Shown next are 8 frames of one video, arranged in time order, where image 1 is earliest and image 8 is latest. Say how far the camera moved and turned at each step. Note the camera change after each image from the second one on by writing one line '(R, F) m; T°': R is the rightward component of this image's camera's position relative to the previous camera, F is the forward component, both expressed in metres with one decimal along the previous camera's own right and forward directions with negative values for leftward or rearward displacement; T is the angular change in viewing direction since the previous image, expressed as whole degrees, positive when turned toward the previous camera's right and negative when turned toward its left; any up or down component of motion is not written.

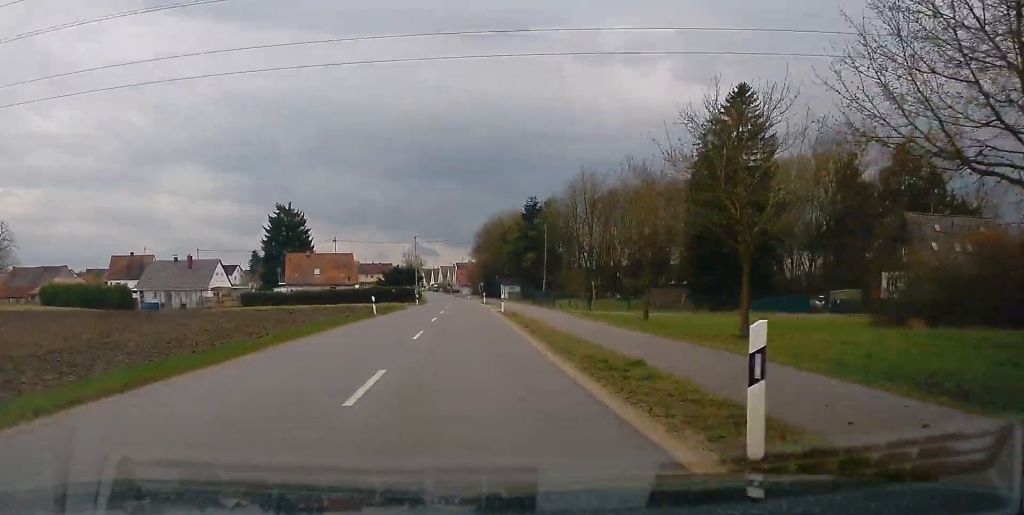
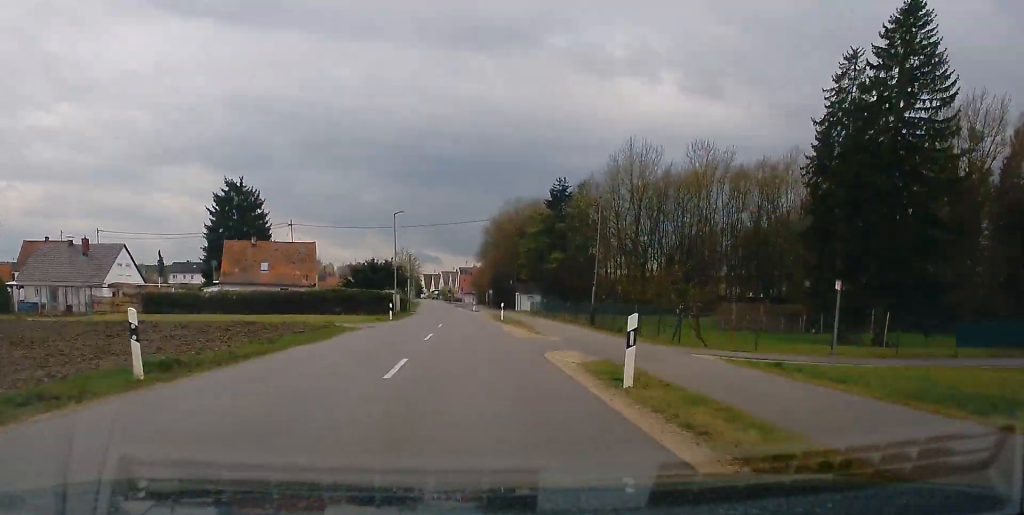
(-0.2, +33.3) m; 0°
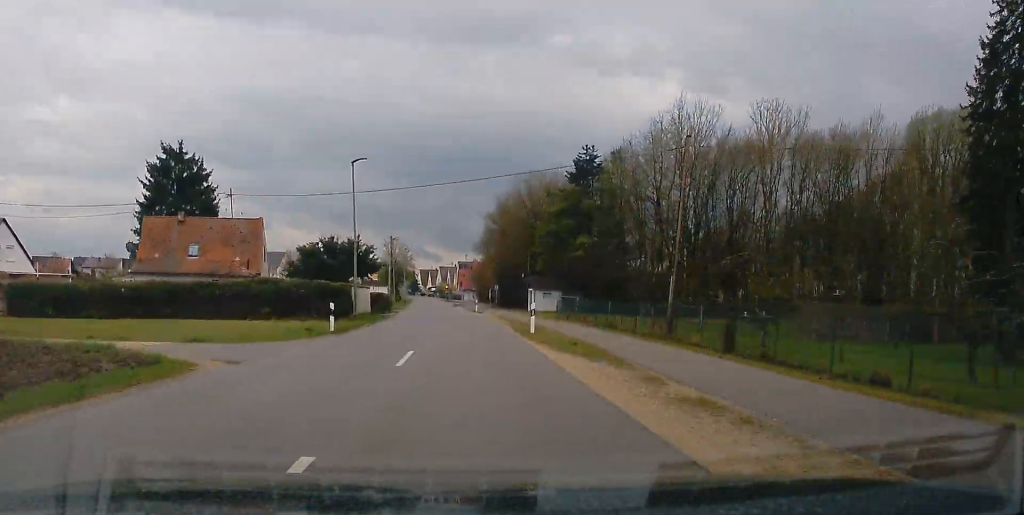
(+0.1, +21.8) m; 0°
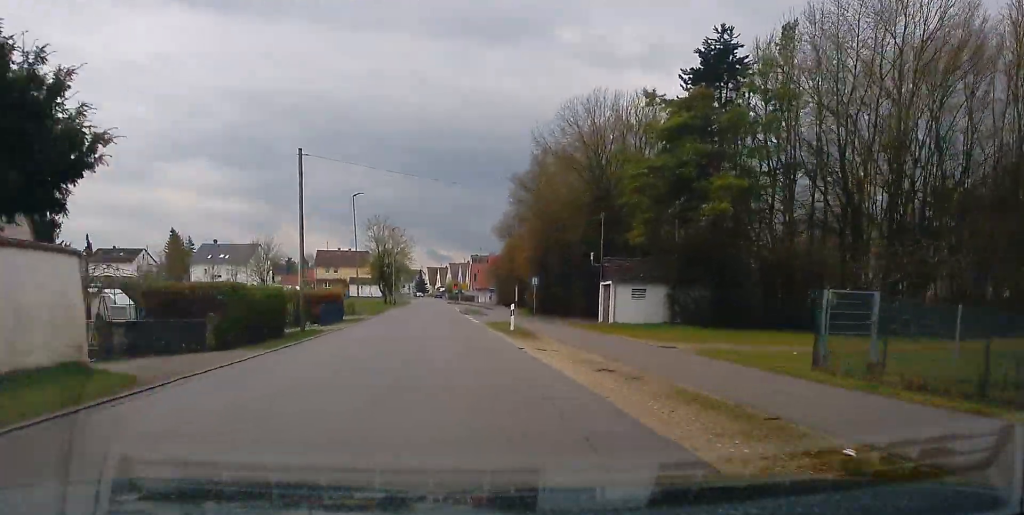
(-0.3, +38.4) m; -1°
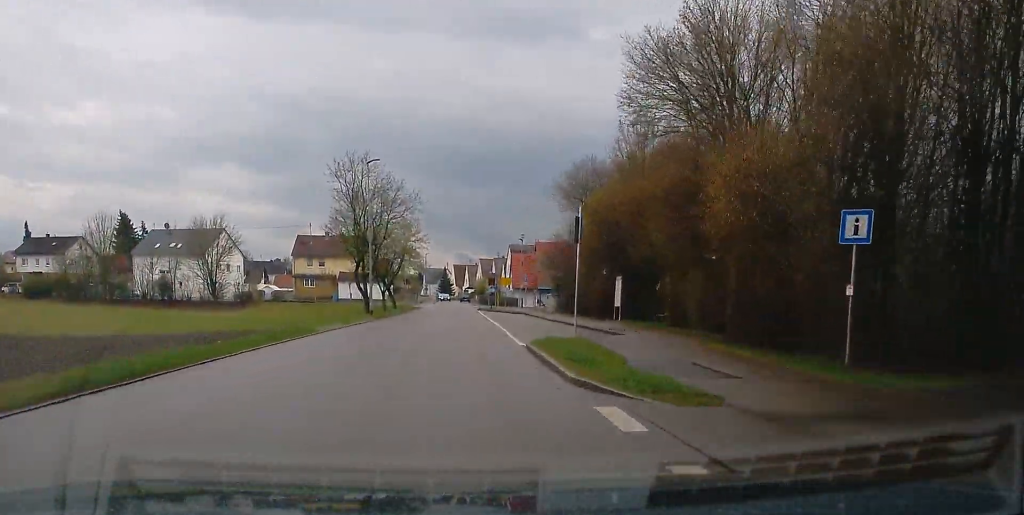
(-0.7, +41.8) m; -2°
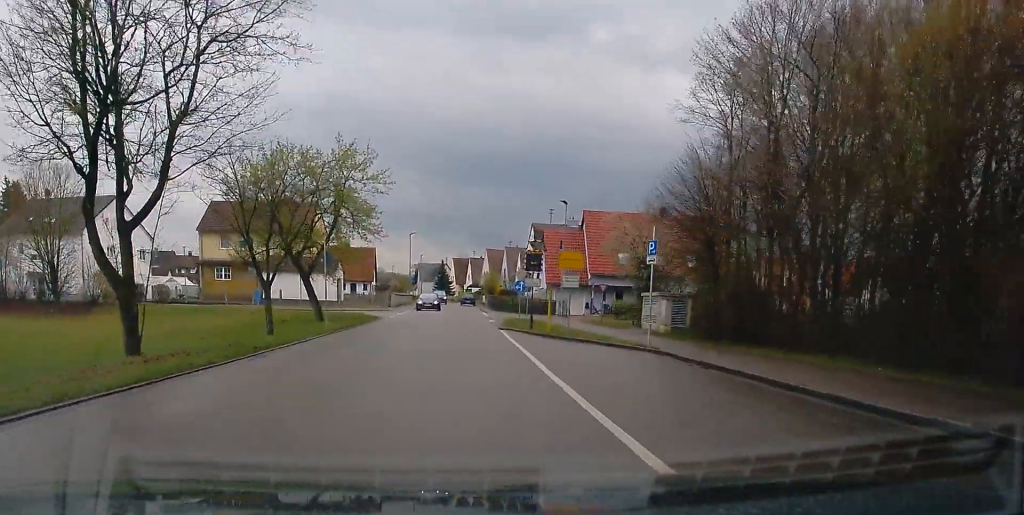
(-0.2, +40.3) m; 0°
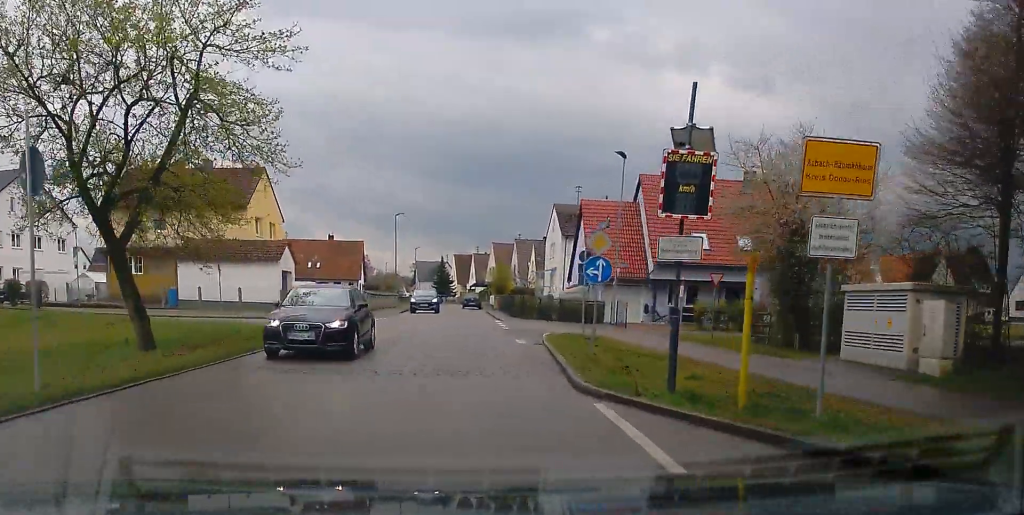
(0.0, +20.9) m; 0°
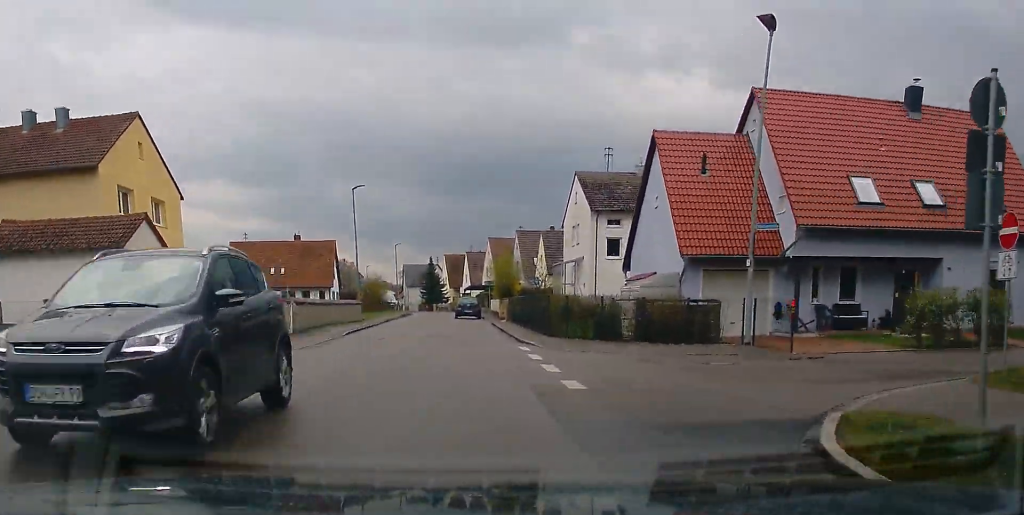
(+0.1, +20.0) m; -1°
